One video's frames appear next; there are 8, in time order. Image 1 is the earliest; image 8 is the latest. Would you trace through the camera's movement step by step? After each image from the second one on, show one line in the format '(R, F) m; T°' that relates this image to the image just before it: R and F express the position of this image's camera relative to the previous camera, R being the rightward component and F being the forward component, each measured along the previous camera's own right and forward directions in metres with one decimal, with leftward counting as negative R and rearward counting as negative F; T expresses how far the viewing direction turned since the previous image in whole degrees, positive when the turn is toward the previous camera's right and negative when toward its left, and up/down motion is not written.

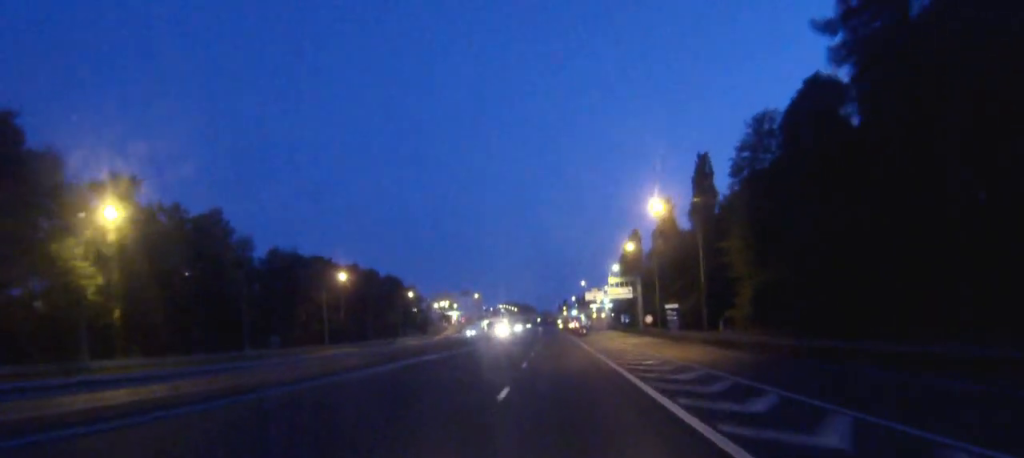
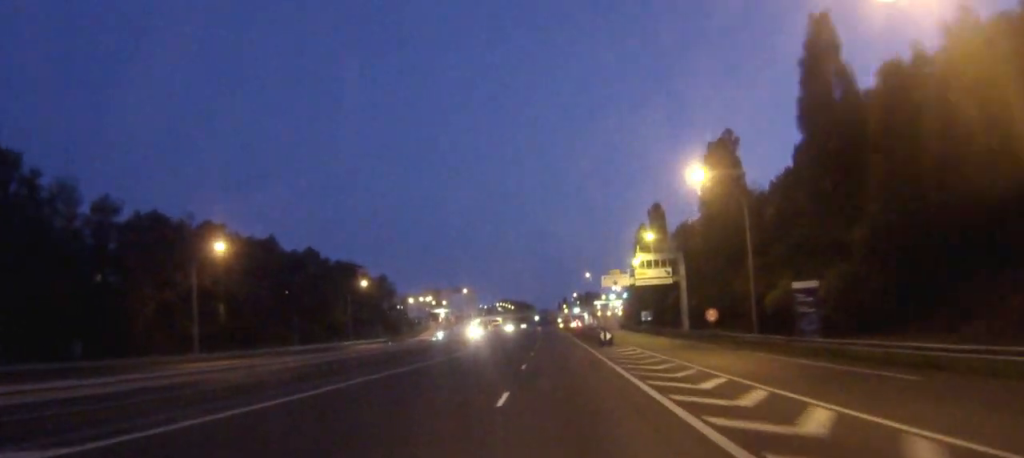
(+0.1, +40.0) m; 0°
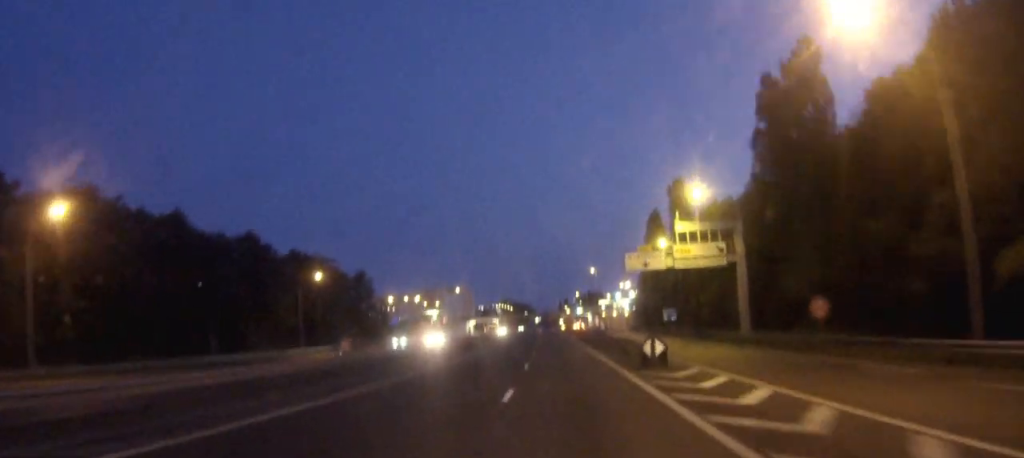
(-0.2, +24.8) m; 0°
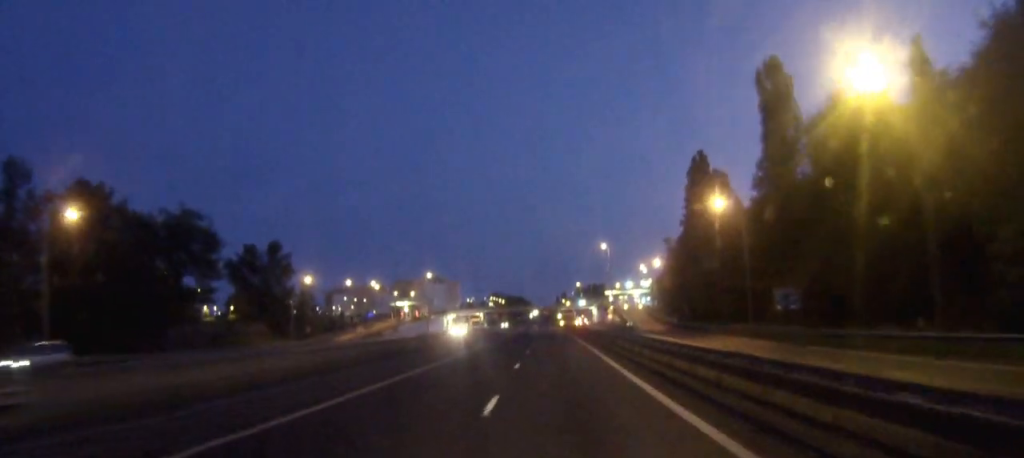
(+0.4, +54.8) m; 0°
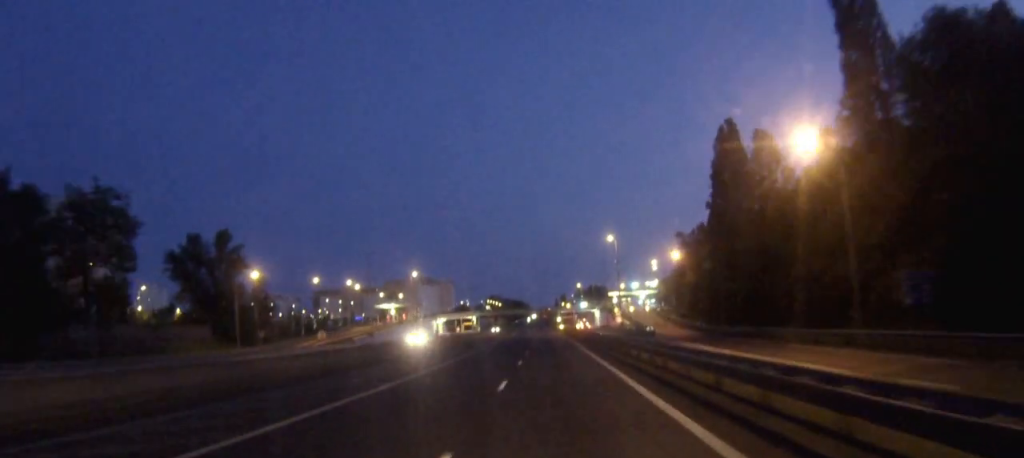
(-0.1, +20.3) m; 0°
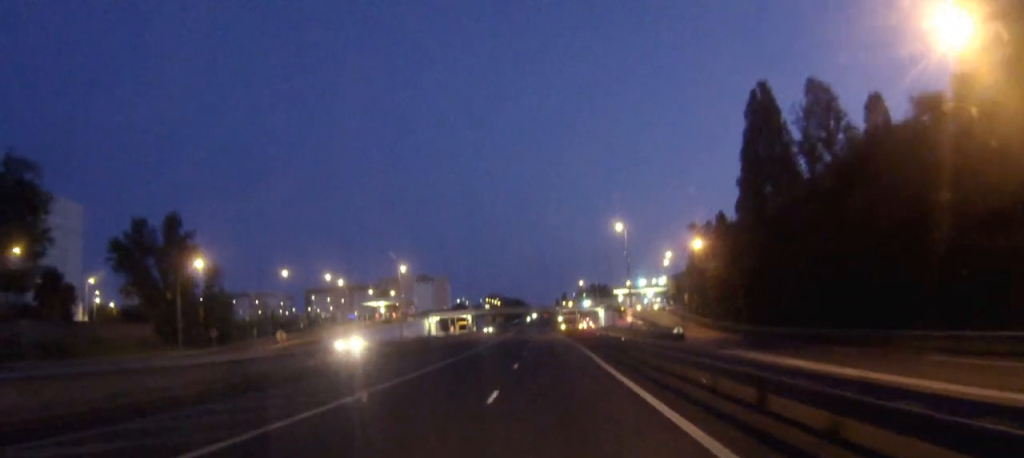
(0.0, +15.9) m; 0°
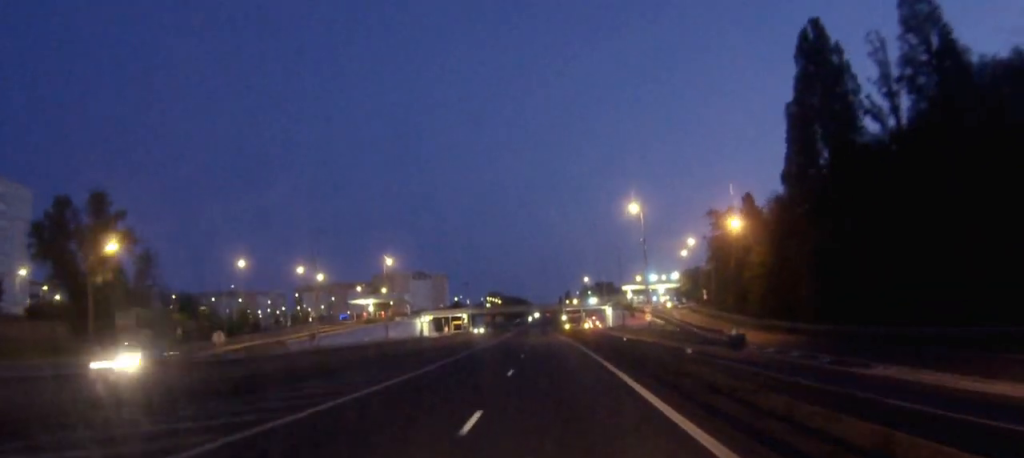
(0.0, +17.6) m; 0°
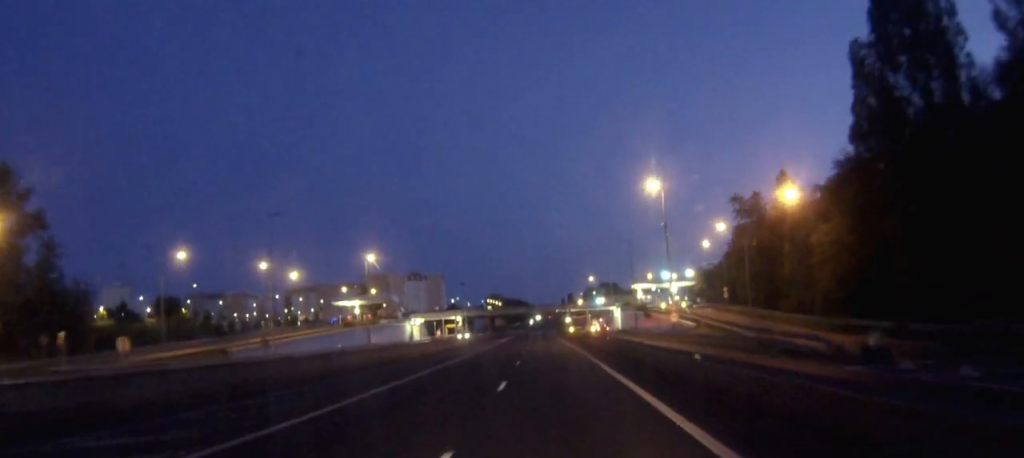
(0.0, +17.7) m; 0°
